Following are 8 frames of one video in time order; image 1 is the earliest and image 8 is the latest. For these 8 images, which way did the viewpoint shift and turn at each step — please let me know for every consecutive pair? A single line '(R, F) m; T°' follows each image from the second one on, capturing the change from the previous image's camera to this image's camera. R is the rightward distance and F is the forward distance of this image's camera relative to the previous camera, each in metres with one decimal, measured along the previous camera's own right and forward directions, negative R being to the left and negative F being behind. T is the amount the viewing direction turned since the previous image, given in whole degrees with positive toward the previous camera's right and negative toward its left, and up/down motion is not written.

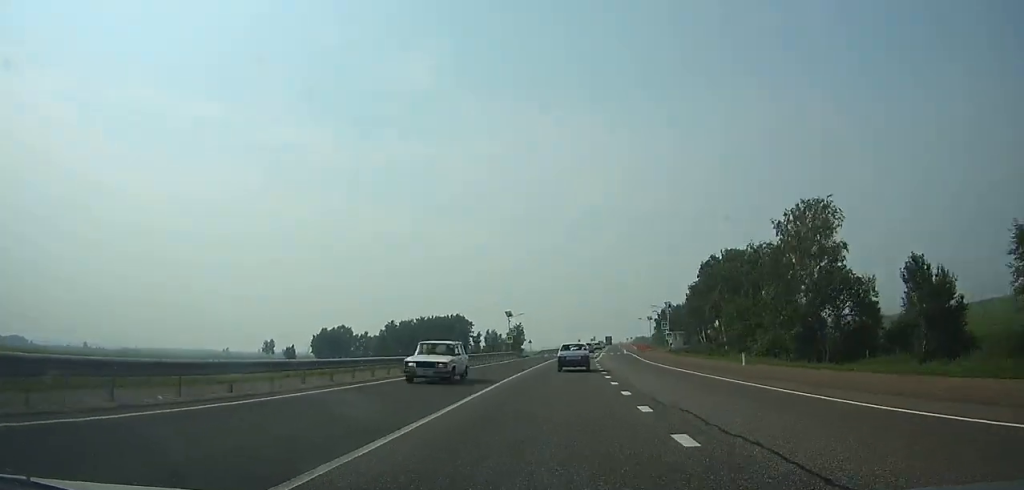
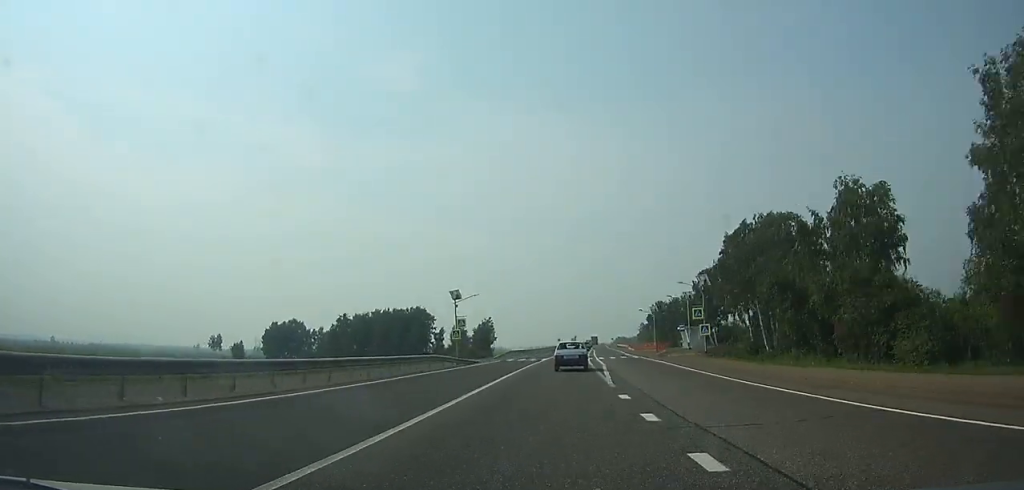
(+0.3, +29.9) m; +2°
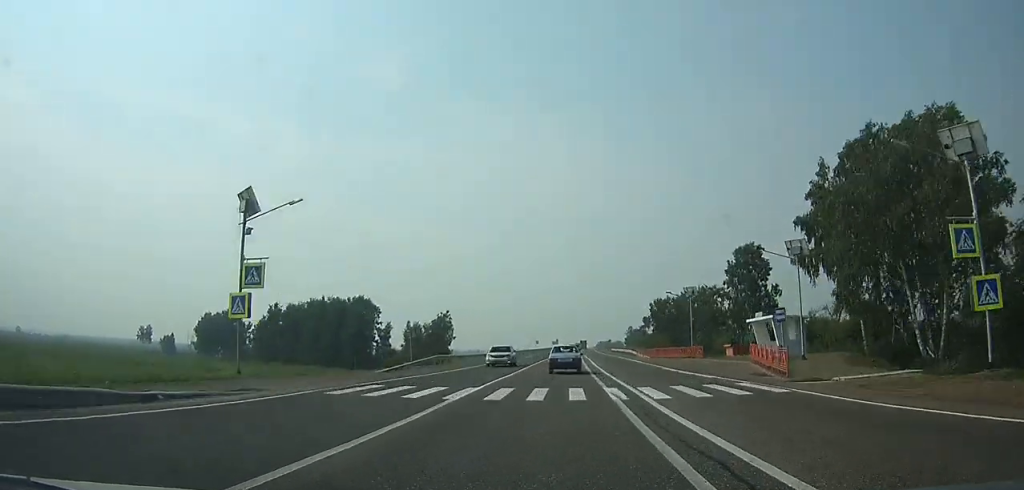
(+1.0, +36.4) m; +2°
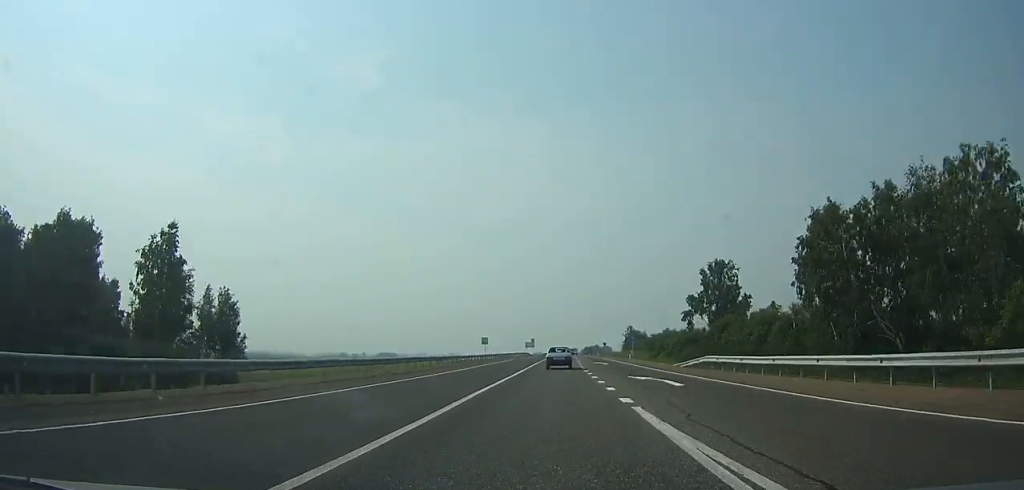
(+2.4, +89.3) m; +2°
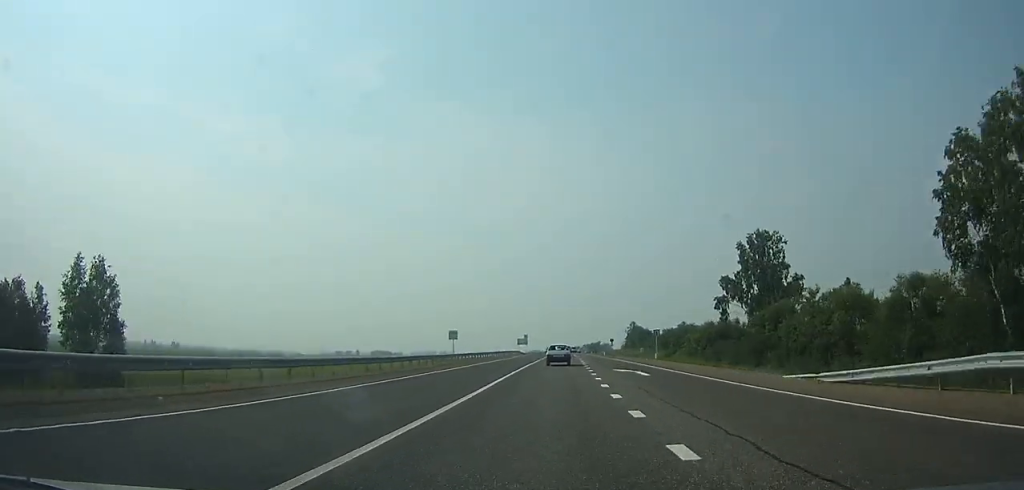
(+0.1, +23.9) m; 0°
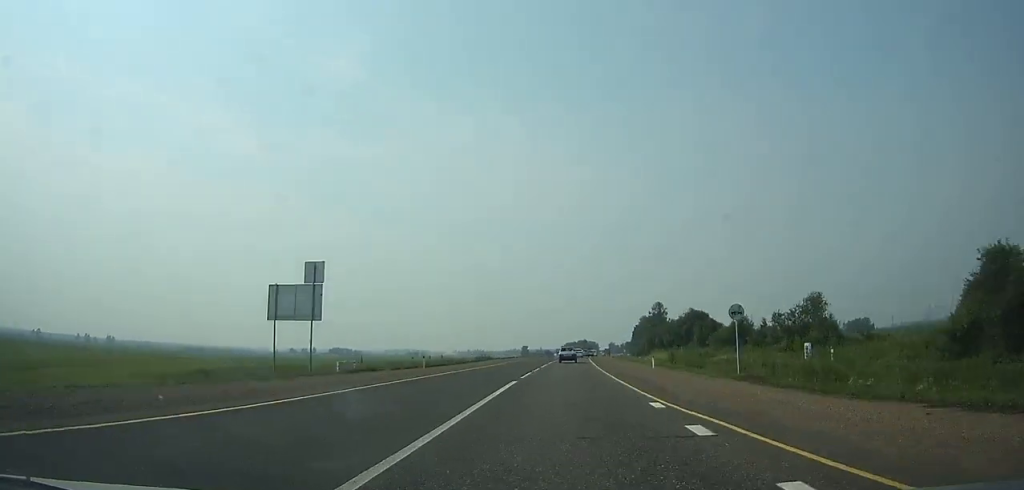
(+1.4, +119.1) m; +2°
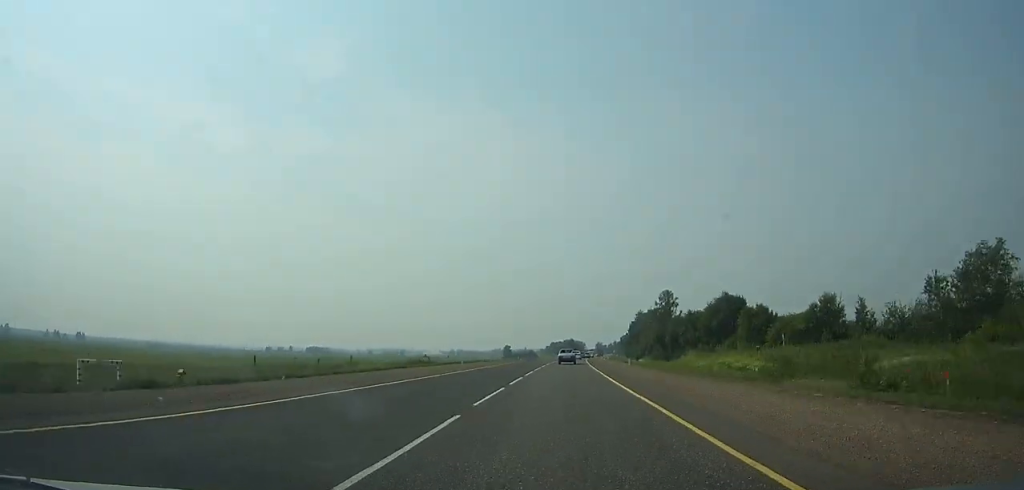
(0.0, +35.0) m; +1°
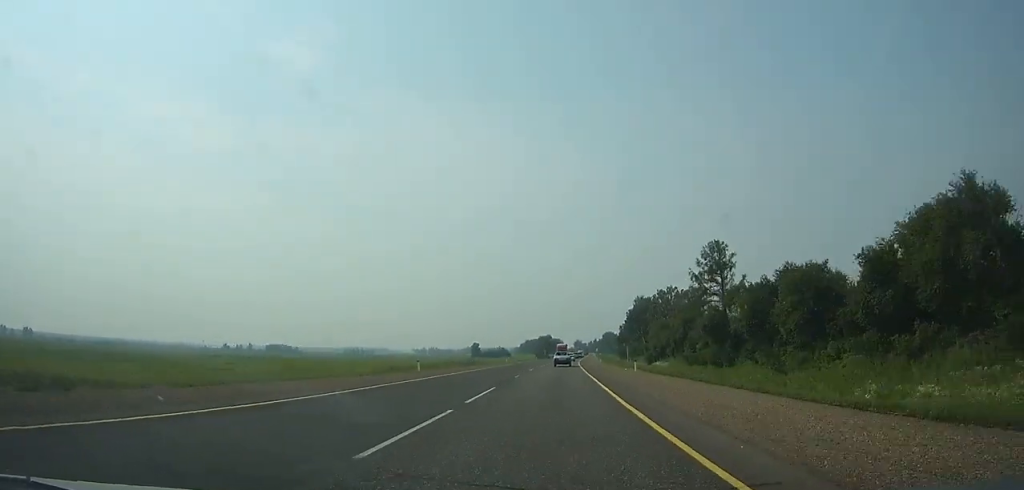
(+1.3, +59.8) m; +2°
